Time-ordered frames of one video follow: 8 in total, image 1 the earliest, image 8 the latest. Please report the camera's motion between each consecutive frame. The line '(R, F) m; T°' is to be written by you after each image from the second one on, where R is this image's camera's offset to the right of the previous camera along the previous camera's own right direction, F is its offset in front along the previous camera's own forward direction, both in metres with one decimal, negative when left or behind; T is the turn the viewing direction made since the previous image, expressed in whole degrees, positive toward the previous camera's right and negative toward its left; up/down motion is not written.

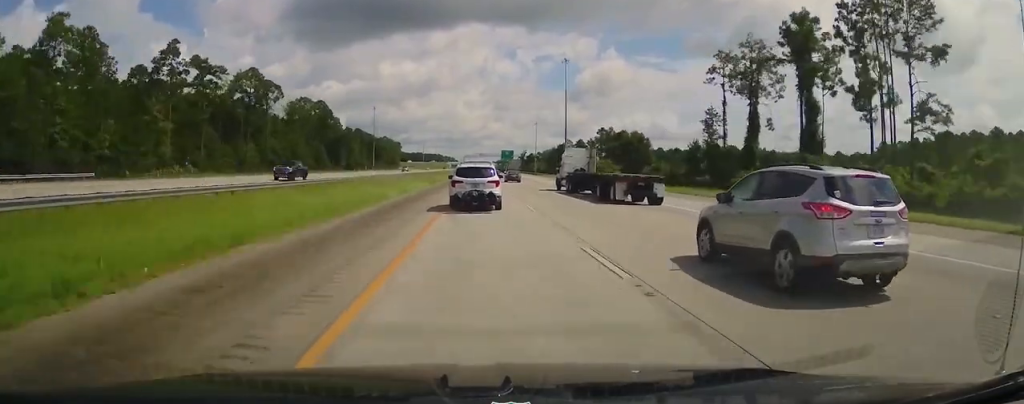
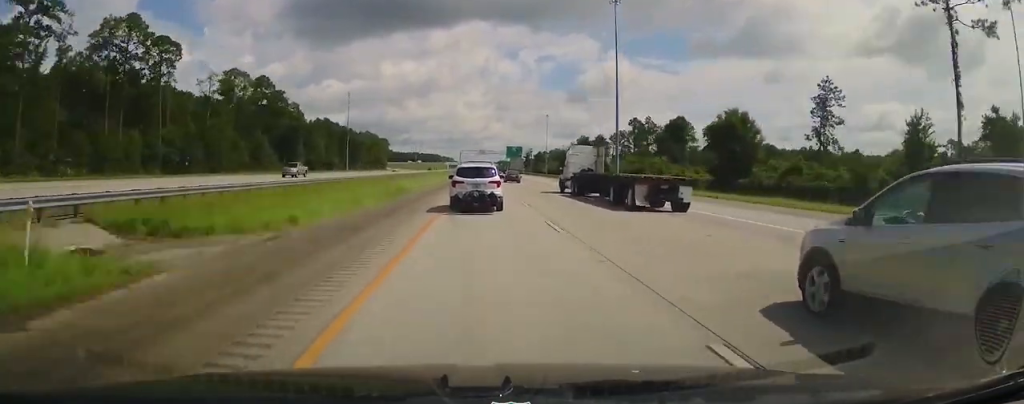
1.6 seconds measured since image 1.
(0.0, +39.7) m; 0°
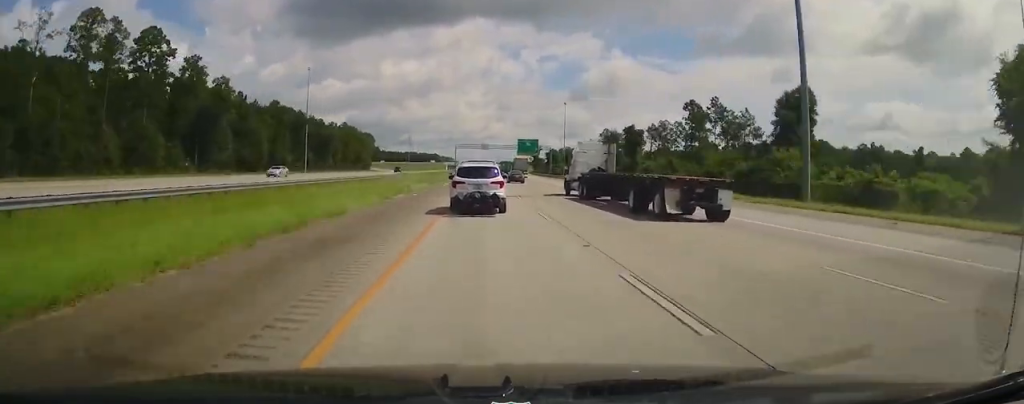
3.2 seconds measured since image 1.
(-0.1, +44.6) m; 0°
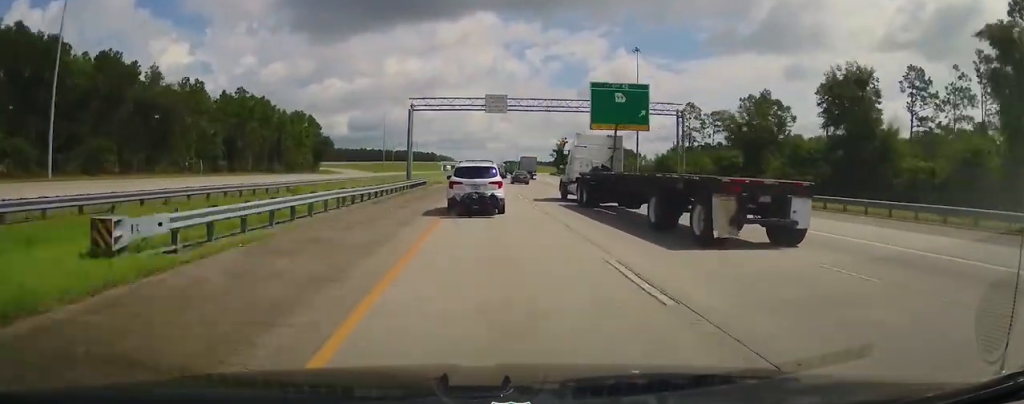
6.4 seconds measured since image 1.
(-0.1, +91.1) m; 0°
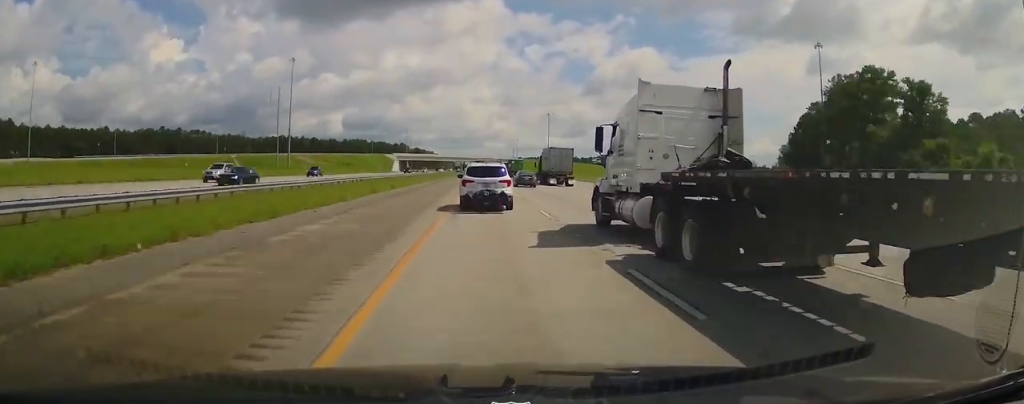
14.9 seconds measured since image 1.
(-1.0, +263.3) m; 0°
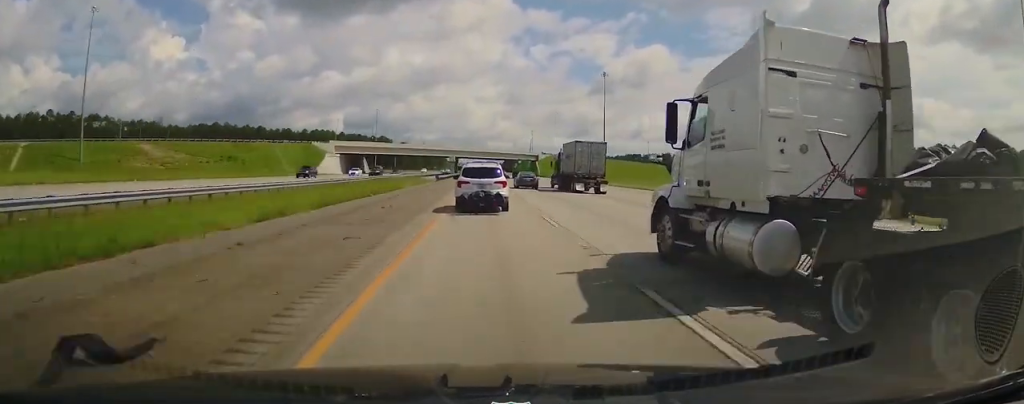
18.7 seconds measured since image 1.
(+0.6, +119.8) m; 0°
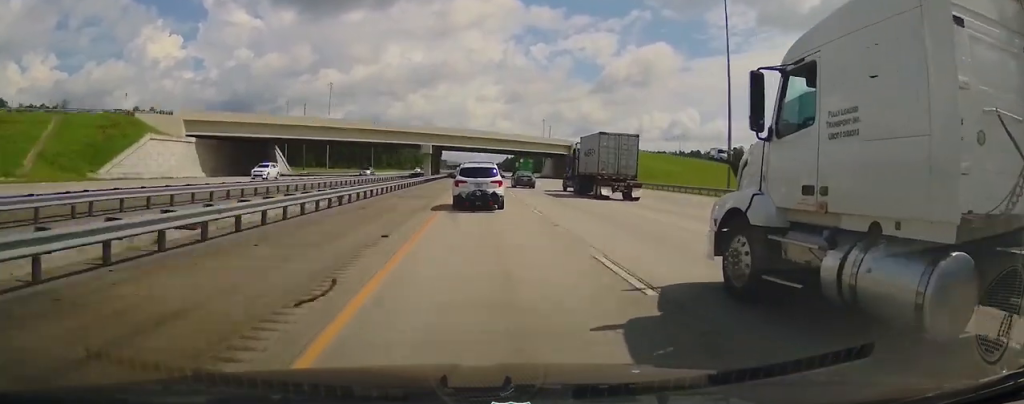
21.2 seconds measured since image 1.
(-0.3, +82.0) m; 0°
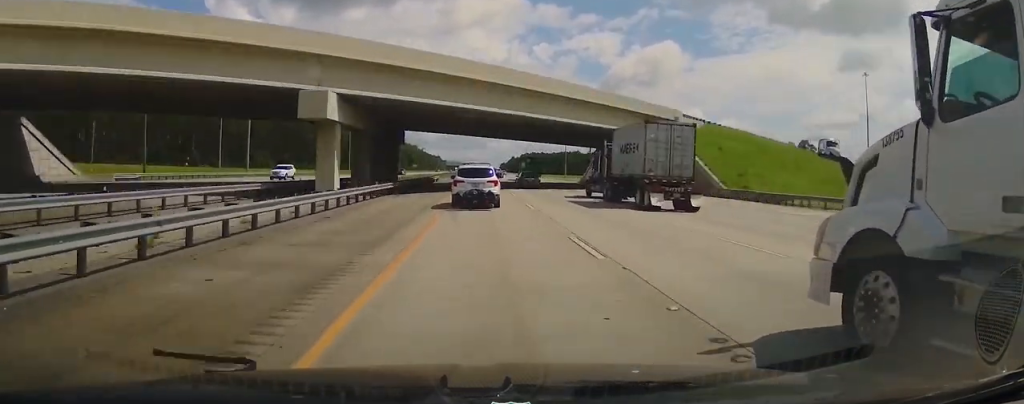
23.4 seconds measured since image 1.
(-0.1, +70.1) m; 0°
